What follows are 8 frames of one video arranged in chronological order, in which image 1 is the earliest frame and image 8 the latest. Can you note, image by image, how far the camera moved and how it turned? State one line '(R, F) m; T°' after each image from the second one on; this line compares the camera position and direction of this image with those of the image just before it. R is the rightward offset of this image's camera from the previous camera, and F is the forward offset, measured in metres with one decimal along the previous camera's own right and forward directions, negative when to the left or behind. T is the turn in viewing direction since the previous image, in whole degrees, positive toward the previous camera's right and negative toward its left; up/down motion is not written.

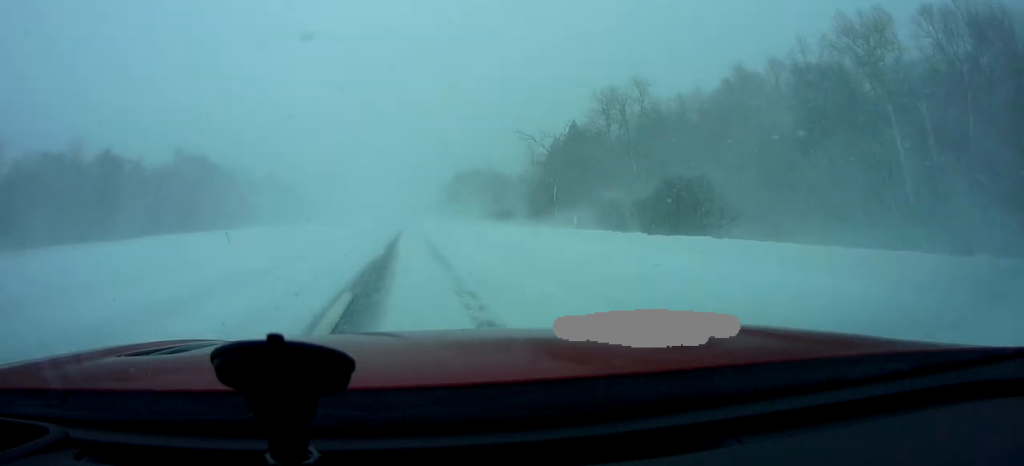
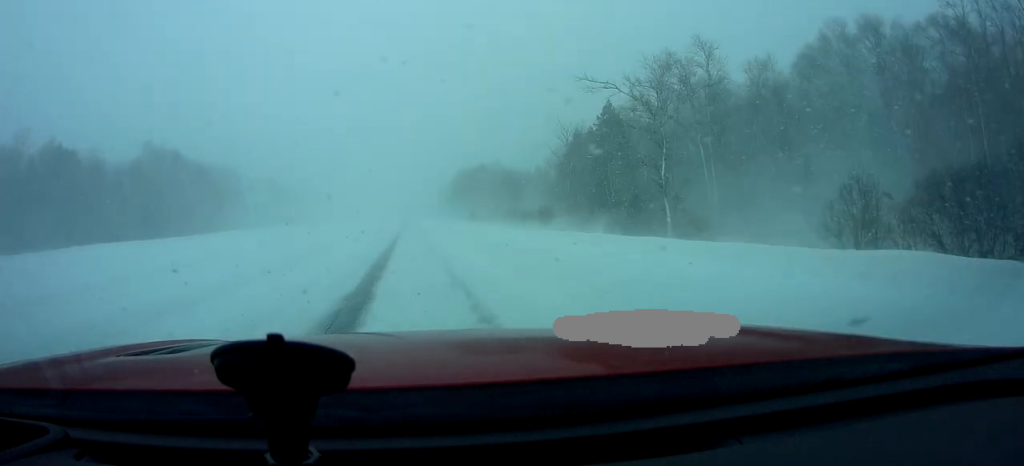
(+0.5, +20.0) m; +2°
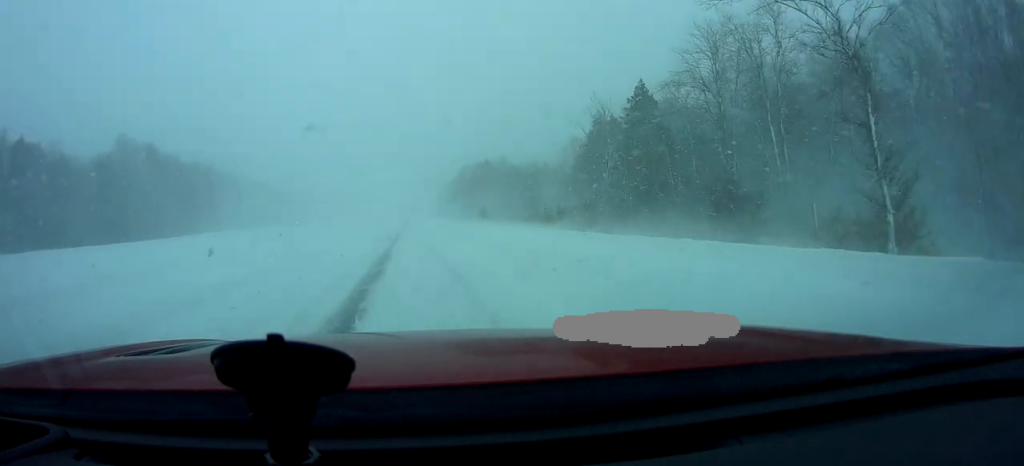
(0.0, +13.5) m; 0°
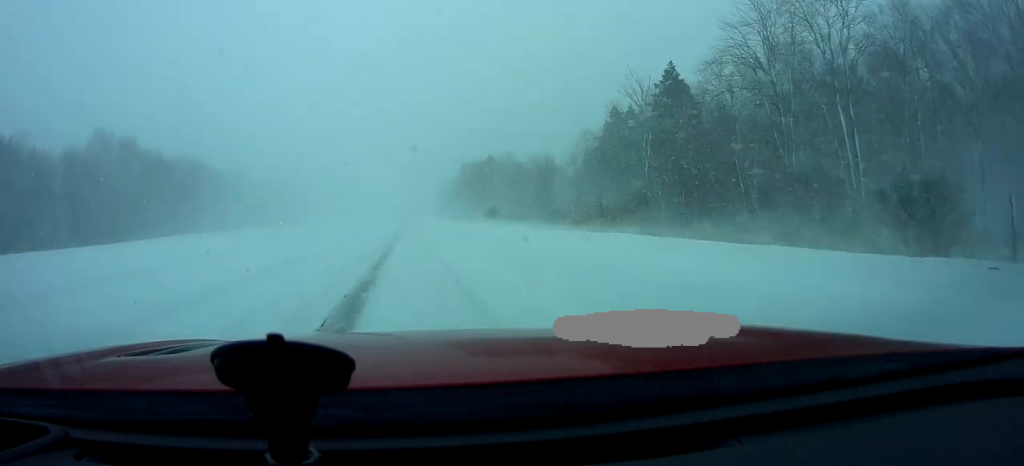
(+0.2, +9.7) m; -1°
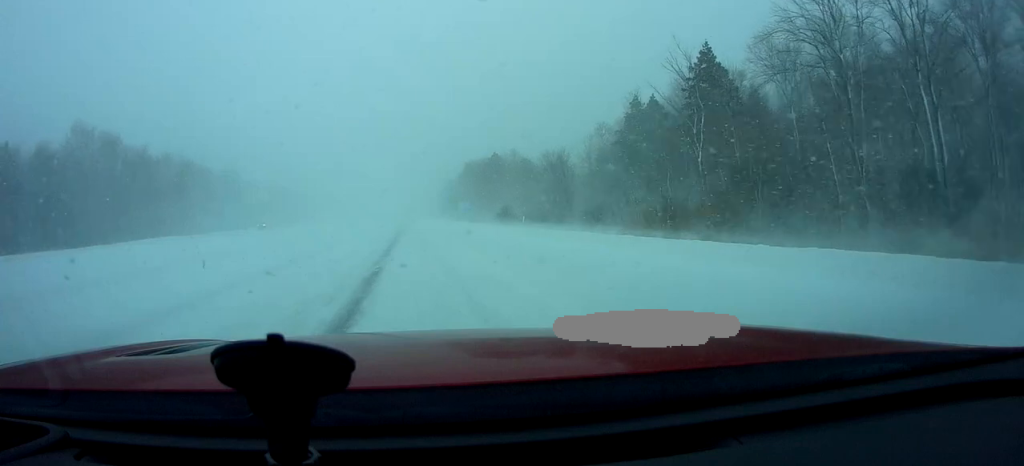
(-0.2, +8.8) m; 0°
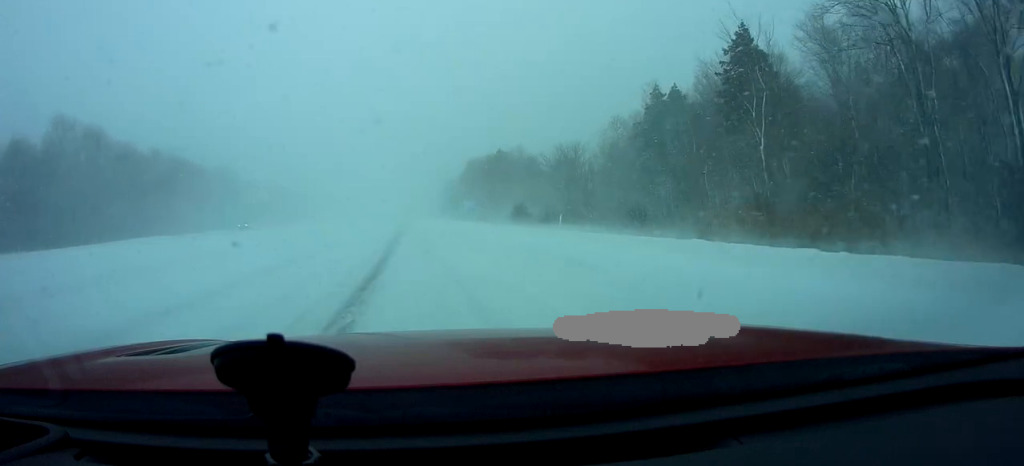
(-0.2, +7.2) m; 0°
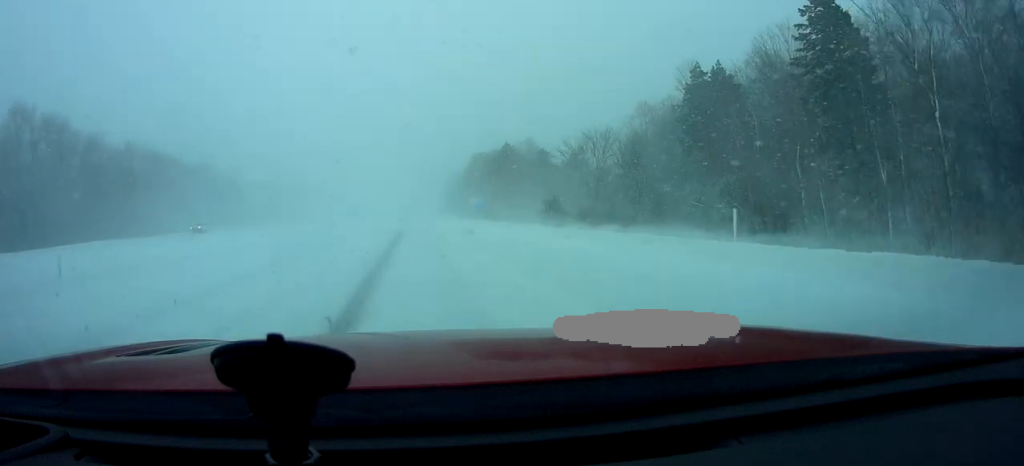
(+0.2, +13.0) m; 0°
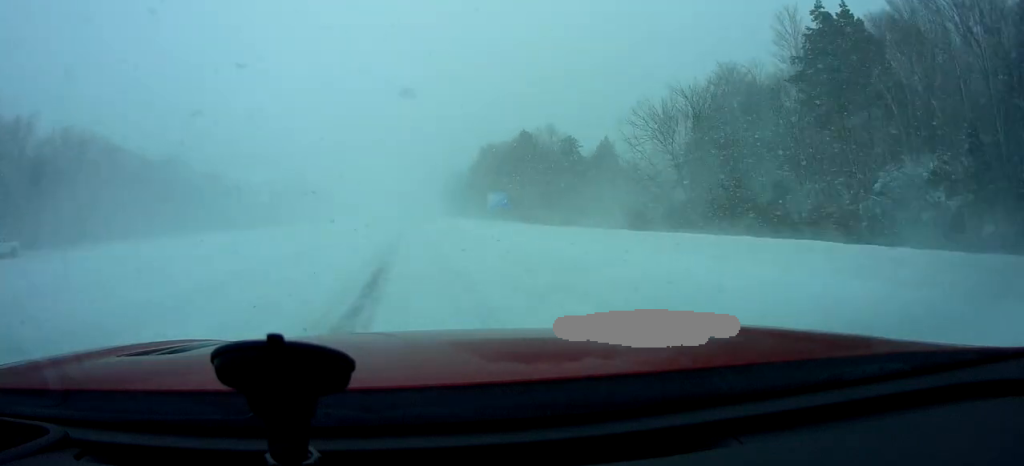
(-0.1, +25.4) m; -1°
